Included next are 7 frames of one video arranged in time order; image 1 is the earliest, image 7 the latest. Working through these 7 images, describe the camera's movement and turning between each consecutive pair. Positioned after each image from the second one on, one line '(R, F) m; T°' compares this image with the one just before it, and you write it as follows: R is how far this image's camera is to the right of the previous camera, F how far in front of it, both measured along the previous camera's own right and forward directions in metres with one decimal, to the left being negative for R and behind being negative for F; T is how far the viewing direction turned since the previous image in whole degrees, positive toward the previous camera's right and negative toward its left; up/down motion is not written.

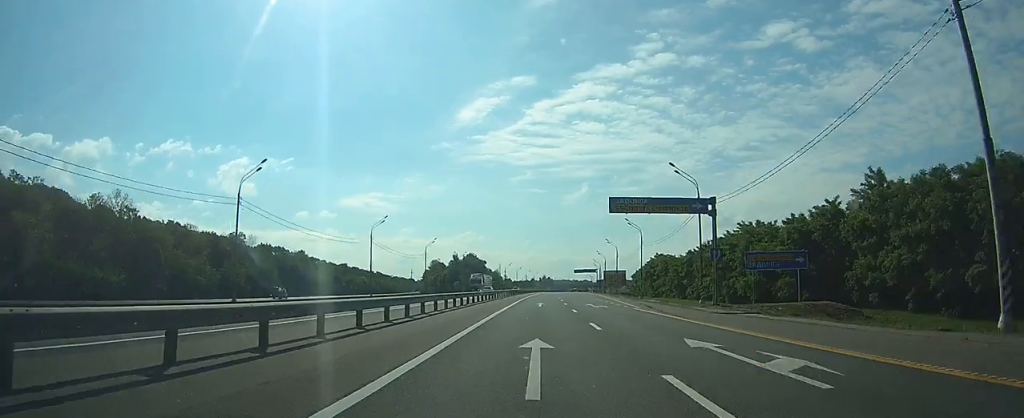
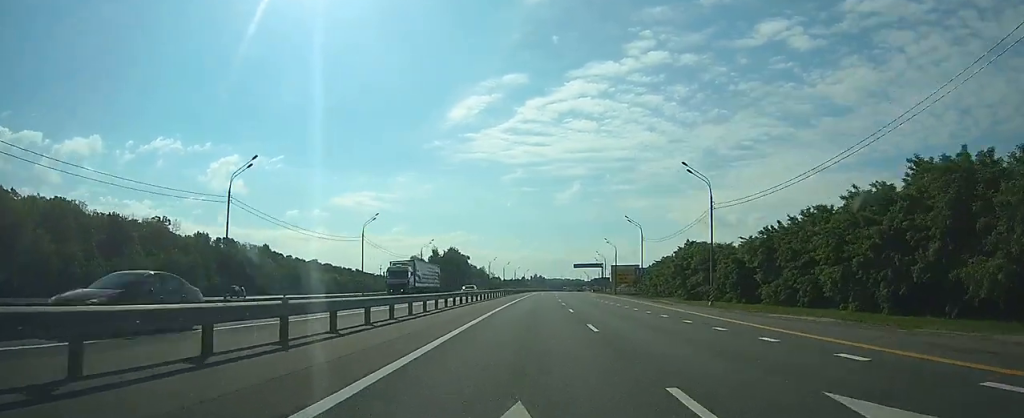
(+0.3, +37.6) m; +1°
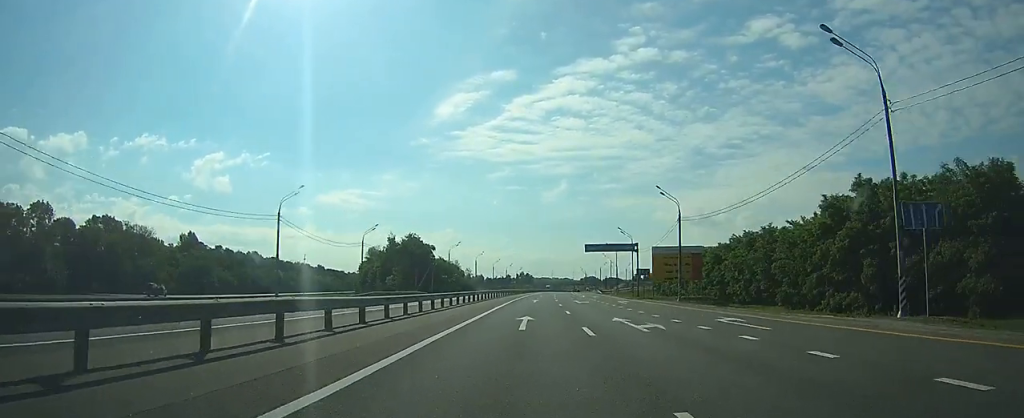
(+0.8, +62.3) m; +2°
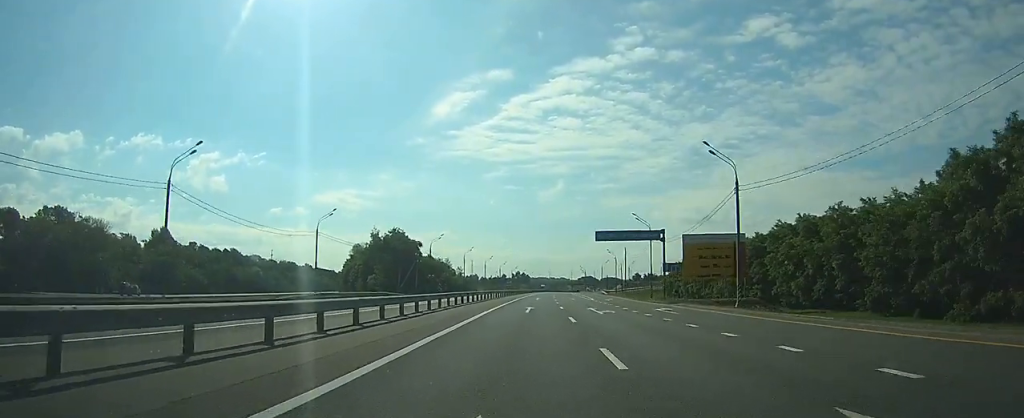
(+0.1, +18.3) m; 0°
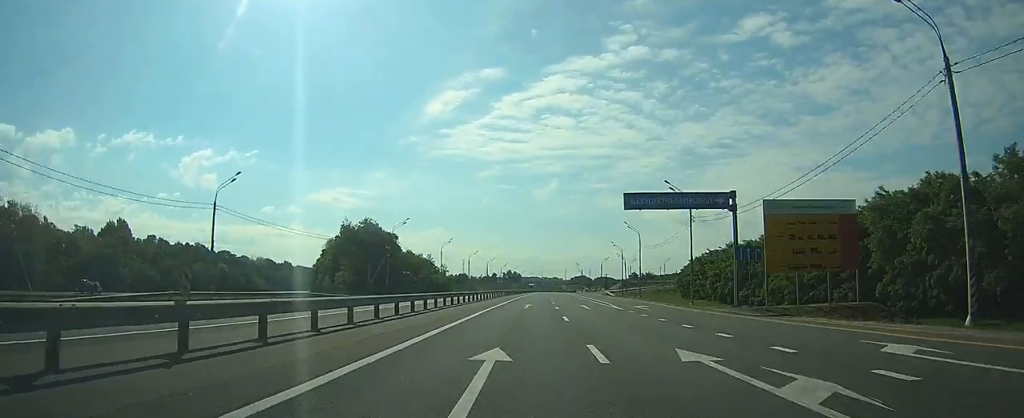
(0.0, +23.7) m; 0°
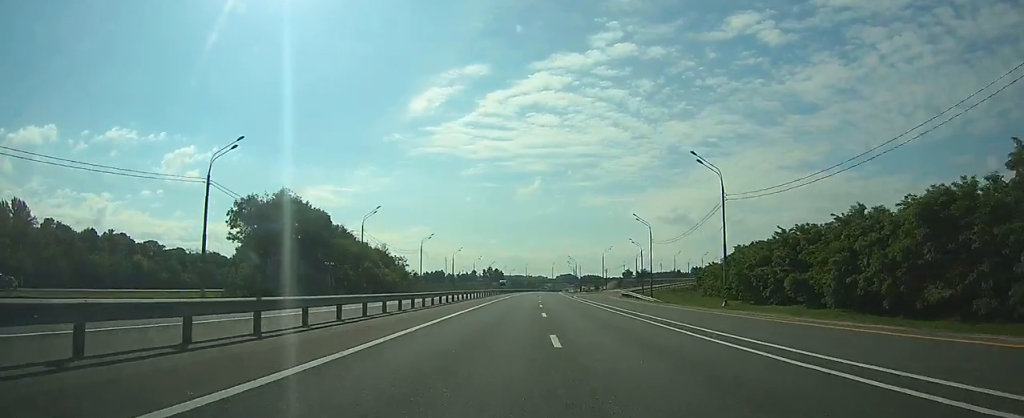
(+0.5, +46.4) m; +1°
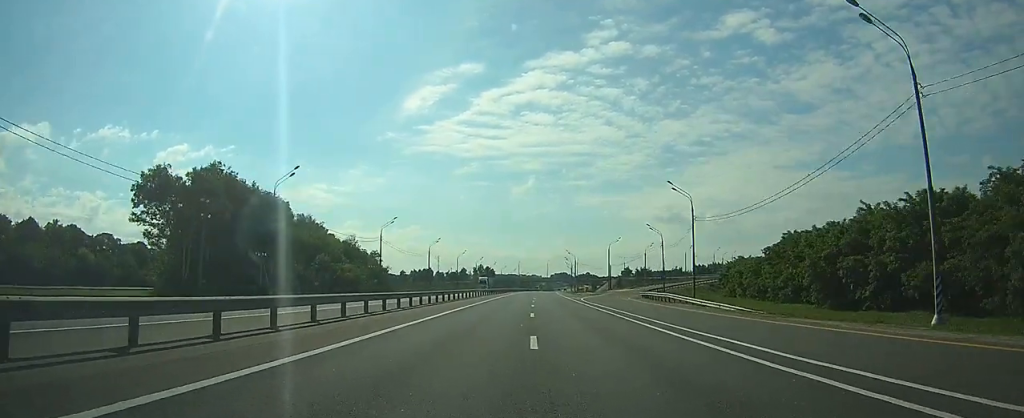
(+0.2, +24.9) m; +1°
